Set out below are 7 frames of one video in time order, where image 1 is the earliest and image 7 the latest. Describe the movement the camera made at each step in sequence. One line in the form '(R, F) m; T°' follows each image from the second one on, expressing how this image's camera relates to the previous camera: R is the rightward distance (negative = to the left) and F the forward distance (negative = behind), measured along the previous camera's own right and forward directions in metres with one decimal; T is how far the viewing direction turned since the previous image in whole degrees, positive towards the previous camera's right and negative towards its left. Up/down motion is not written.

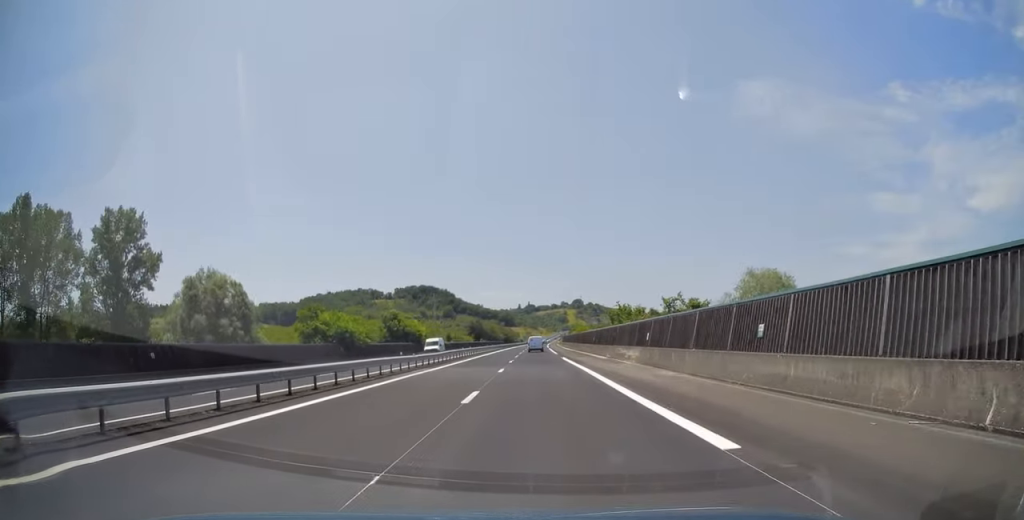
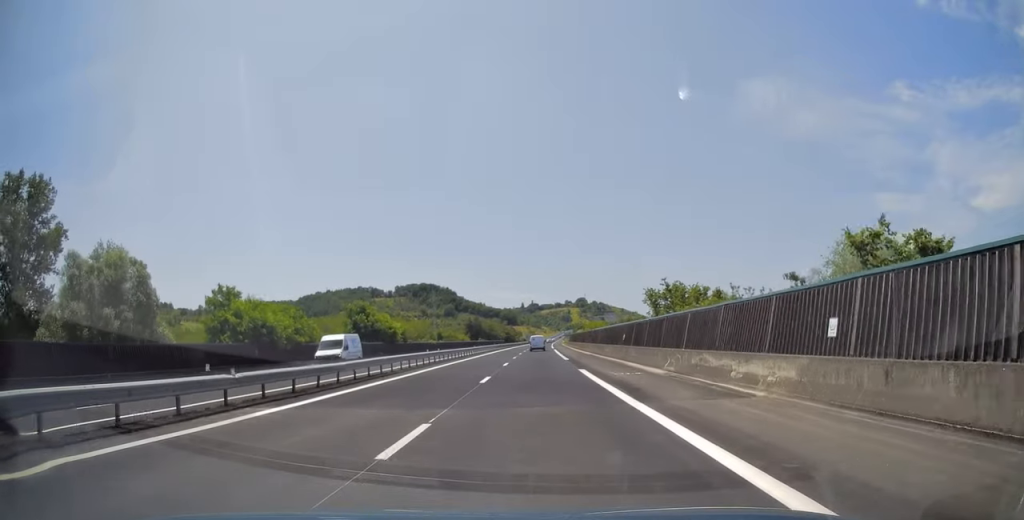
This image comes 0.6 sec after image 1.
(0.0, +19.4) m; 0°
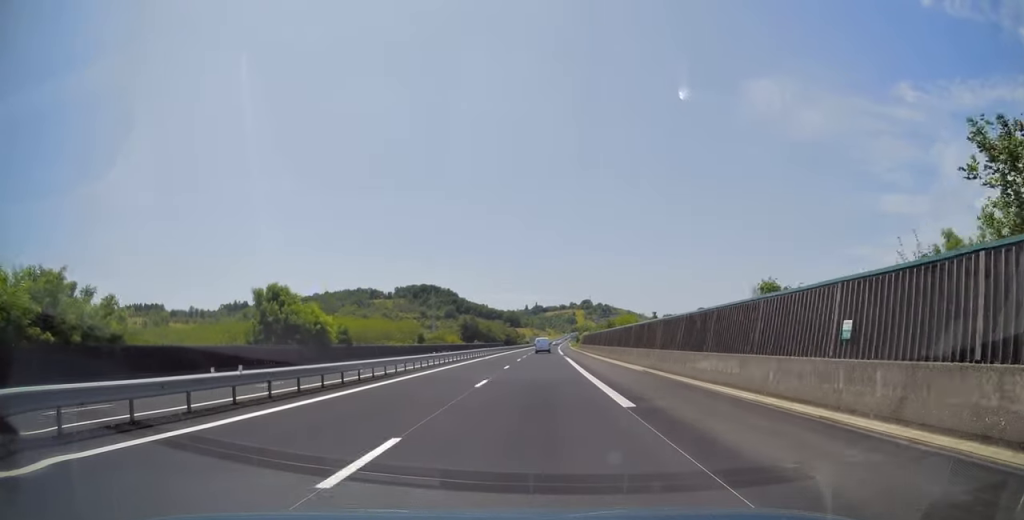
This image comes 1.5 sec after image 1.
(0.0, +27.5) m; 0°
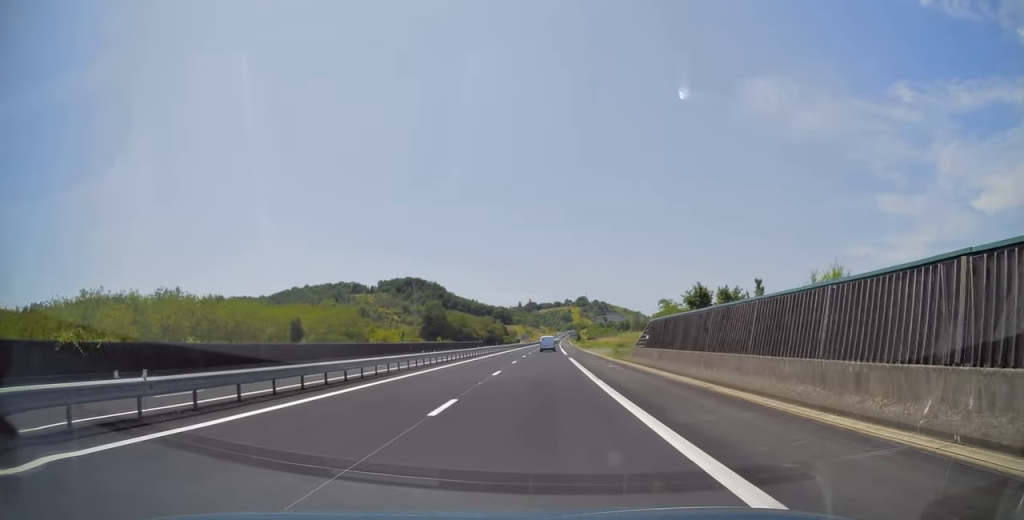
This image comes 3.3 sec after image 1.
(-0.1, +59.8) m; 0°
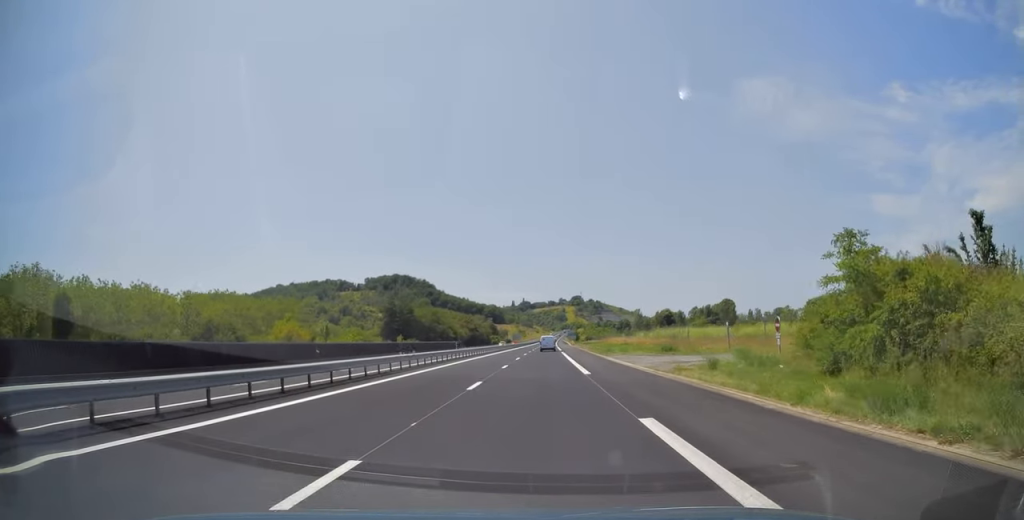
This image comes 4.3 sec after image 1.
(+0.2, +33.4) m; 0°
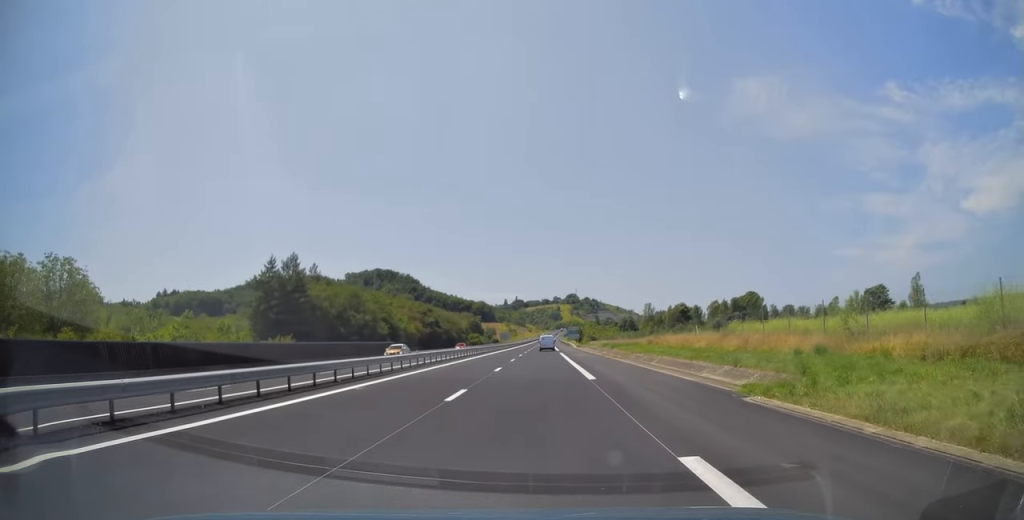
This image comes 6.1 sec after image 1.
(+0.3, +55.5) m; +1°
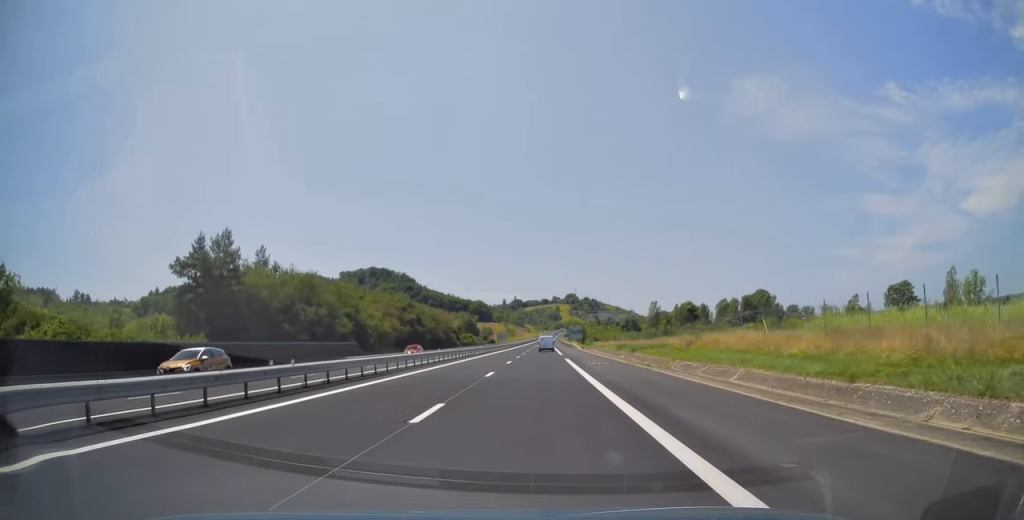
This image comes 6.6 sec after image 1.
(0.0, +16.7) m; 0°
